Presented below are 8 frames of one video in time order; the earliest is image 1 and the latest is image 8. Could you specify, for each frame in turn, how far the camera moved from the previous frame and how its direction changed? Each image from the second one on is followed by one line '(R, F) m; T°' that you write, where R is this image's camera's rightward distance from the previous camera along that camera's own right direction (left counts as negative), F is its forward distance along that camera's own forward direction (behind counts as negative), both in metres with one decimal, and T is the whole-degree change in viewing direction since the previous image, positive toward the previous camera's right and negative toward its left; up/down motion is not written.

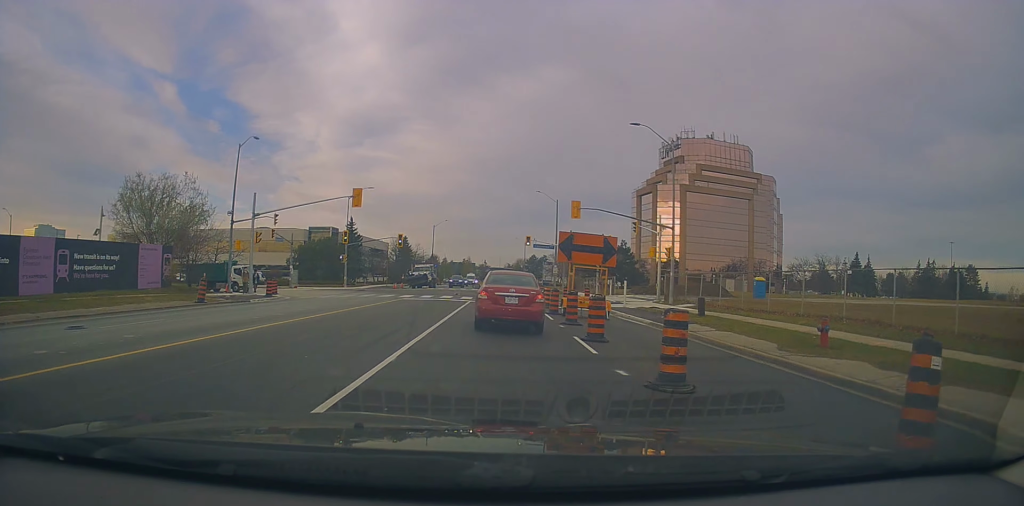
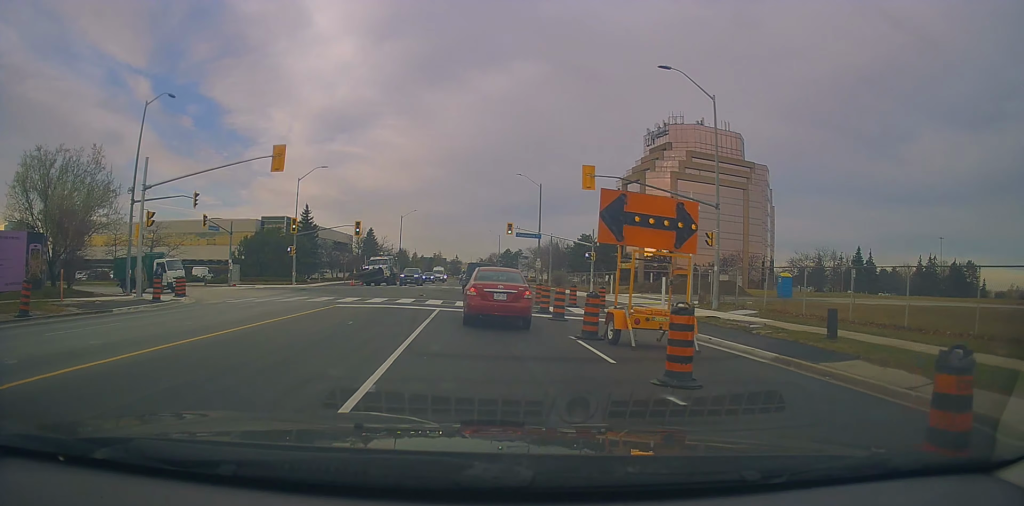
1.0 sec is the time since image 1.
(+0.1, +9.7) m; 0°
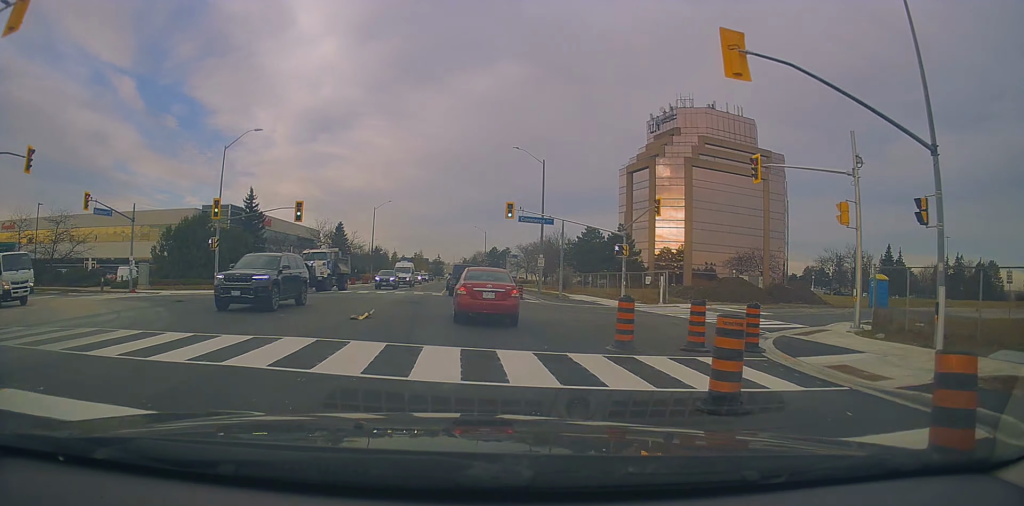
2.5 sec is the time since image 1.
(-0.5, +15.4) m; +1°
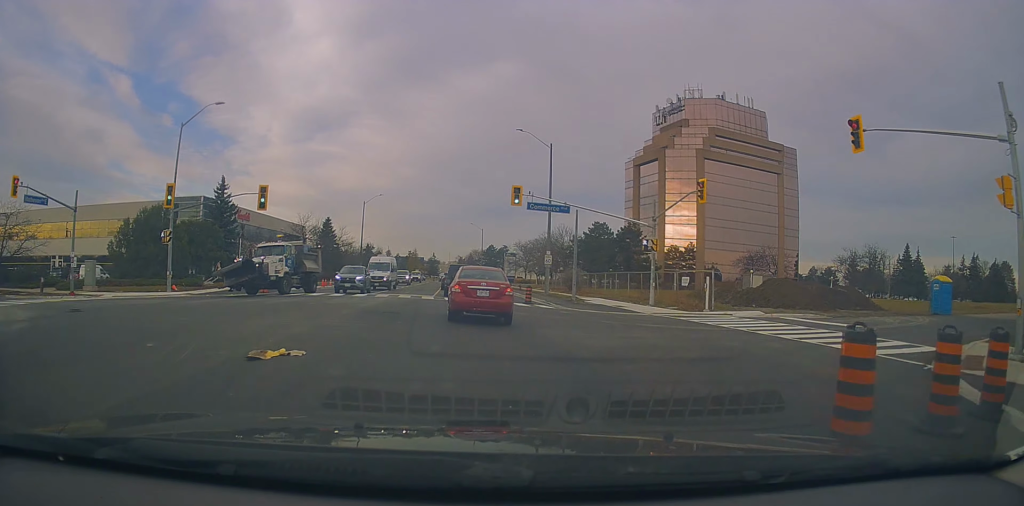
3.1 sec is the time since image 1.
(+0.2, +6.5) m; +1°
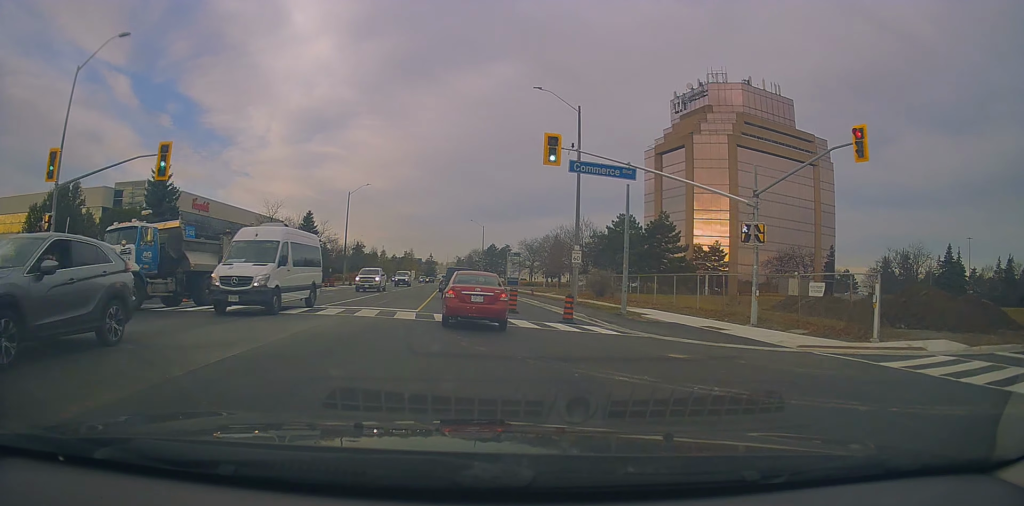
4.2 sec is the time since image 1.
(+0.3, +12.0) m; 0°
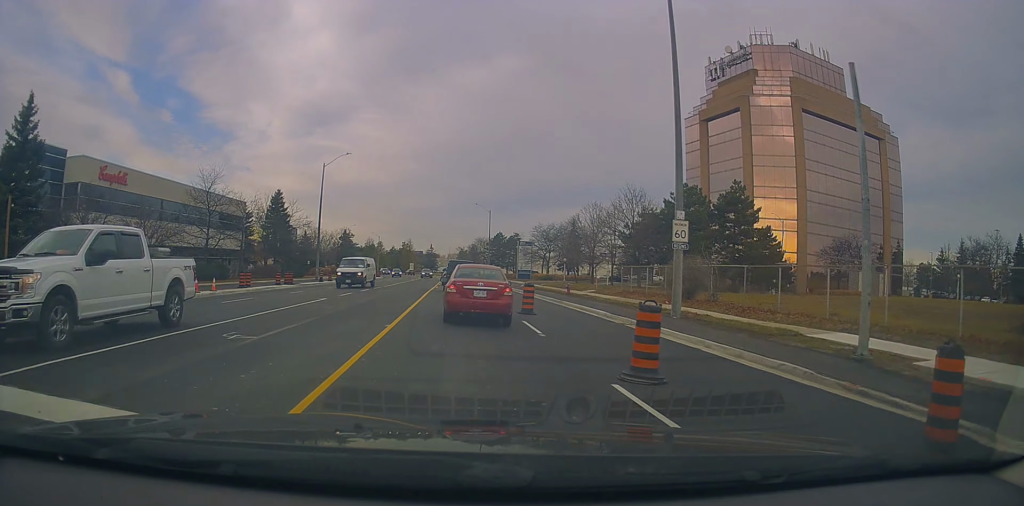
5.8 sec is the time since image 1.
(-0.2, +17.1) m; +1°
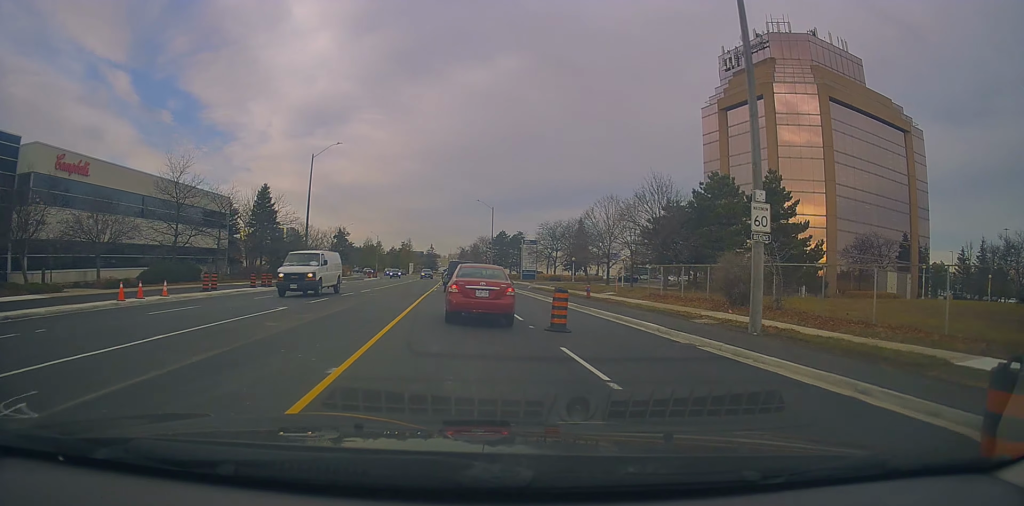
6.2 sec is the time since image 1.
(0.0, +5.6) m; -1°
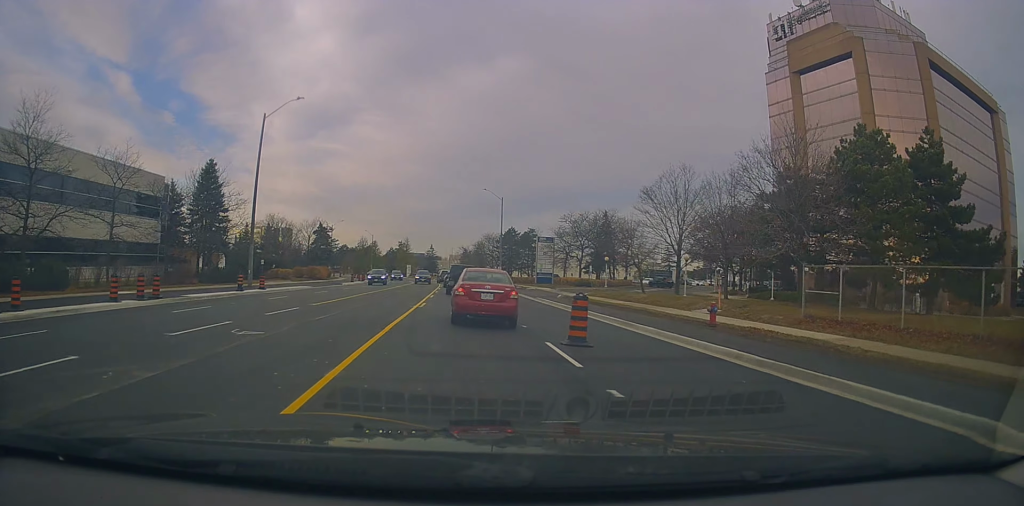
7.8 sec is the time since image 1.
(-0.8, +17.1) m; -2°
